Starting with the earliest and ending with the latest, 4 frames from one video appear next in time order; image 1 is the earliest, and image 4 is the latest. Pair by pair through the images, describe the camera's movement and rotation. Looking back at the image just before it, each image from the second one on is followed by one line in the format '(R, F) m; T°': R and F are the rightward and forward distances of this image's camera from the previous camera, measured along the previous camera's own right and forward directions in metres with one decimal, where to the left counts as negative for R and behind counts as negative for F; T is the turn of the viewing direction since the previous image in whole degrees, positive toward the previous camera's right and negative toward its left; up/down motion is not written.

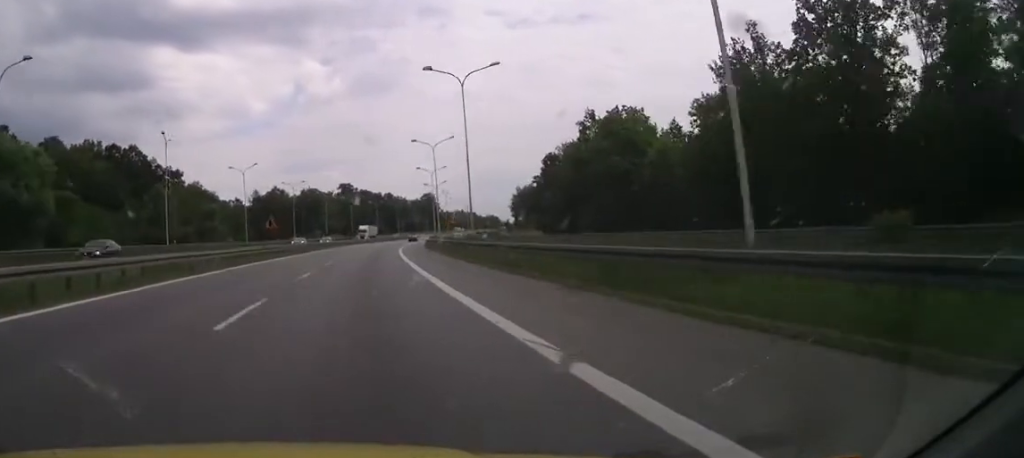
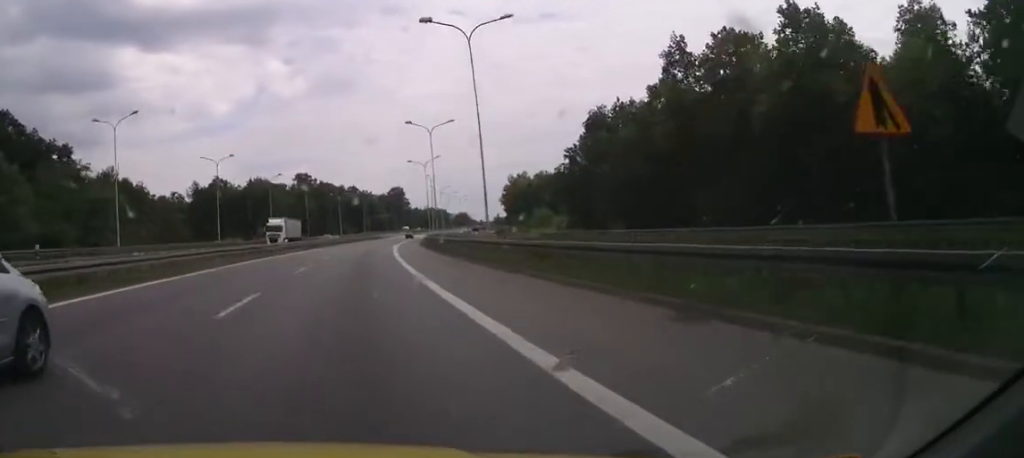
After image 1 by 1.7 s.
(+1.0, +46.1) m; +3°
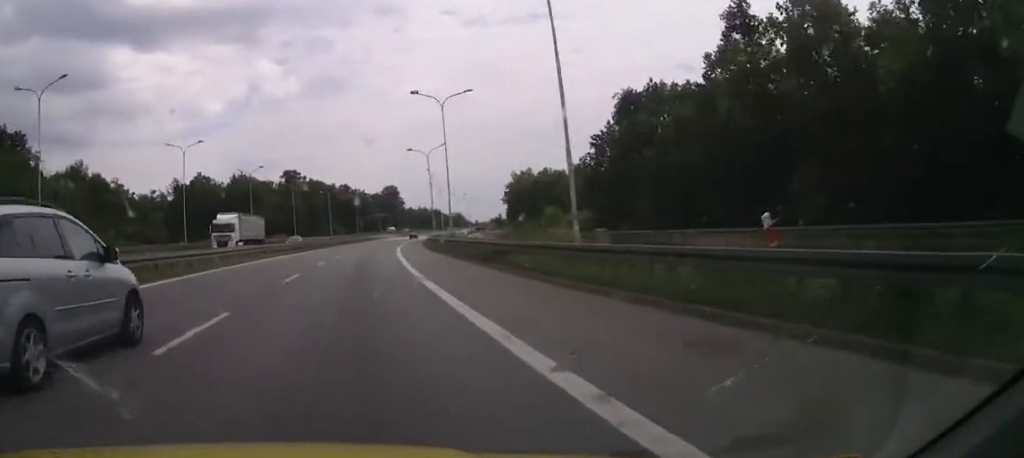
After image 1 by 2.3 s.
(+0.2, +15.1) m; +1°
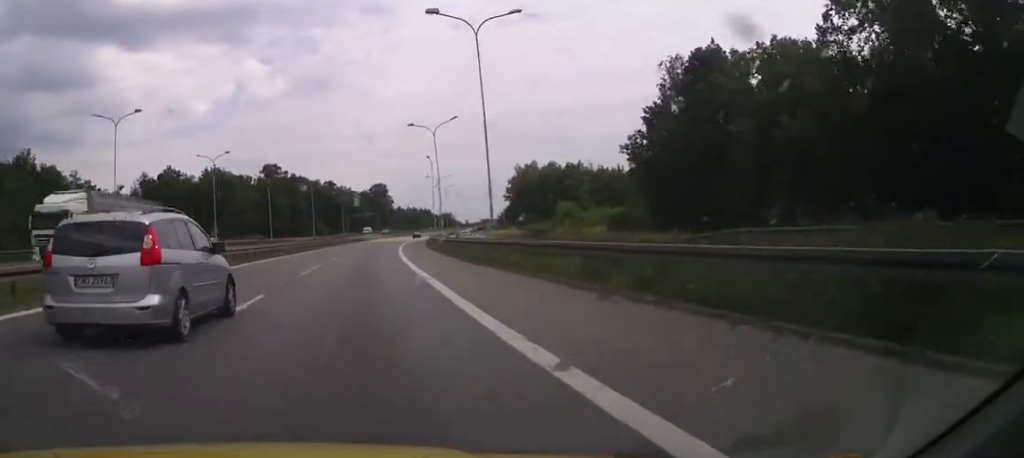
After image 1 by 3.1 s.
(+0.2, +20.5) m; +1°
